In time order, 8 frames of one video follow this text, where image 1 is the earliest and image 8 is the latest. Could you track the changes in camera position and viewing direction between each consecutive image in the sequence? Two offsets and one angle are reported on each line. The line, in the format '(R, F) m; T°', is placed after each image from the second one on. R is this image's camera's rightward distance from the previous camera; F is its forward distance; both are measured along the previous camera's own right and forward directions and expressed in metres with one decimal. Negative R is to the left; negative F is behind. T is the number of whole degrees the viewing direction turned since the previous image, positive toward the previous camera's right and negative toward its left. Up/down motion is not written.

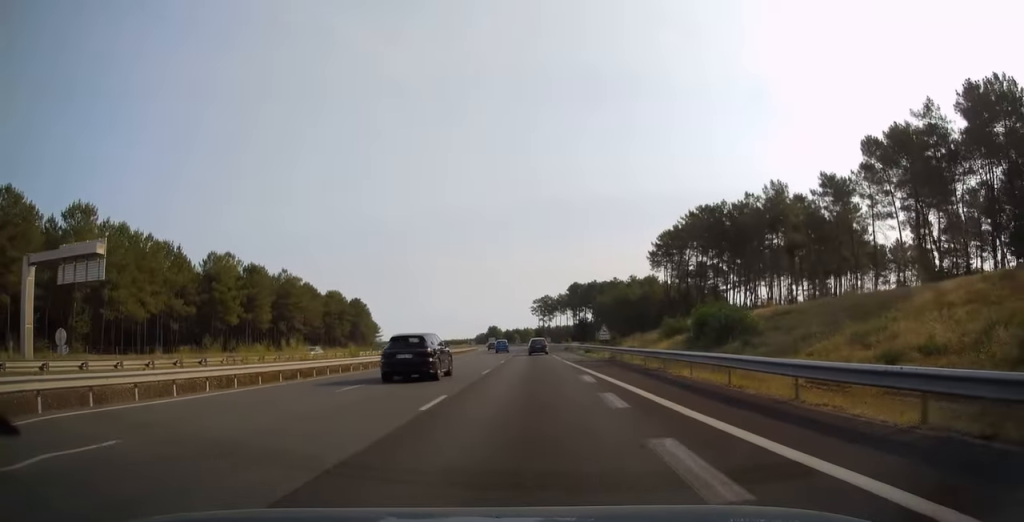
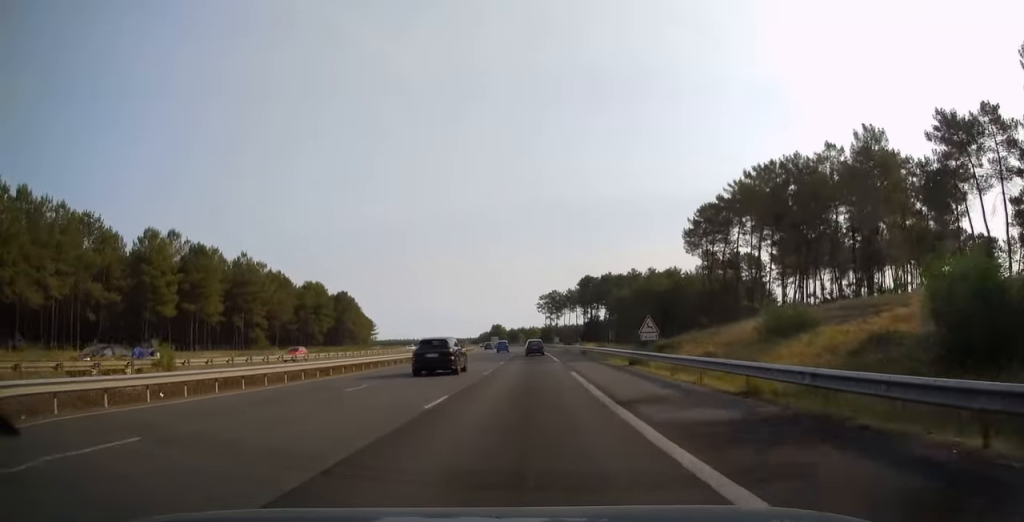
(-0.1, +25.5) m; -1°
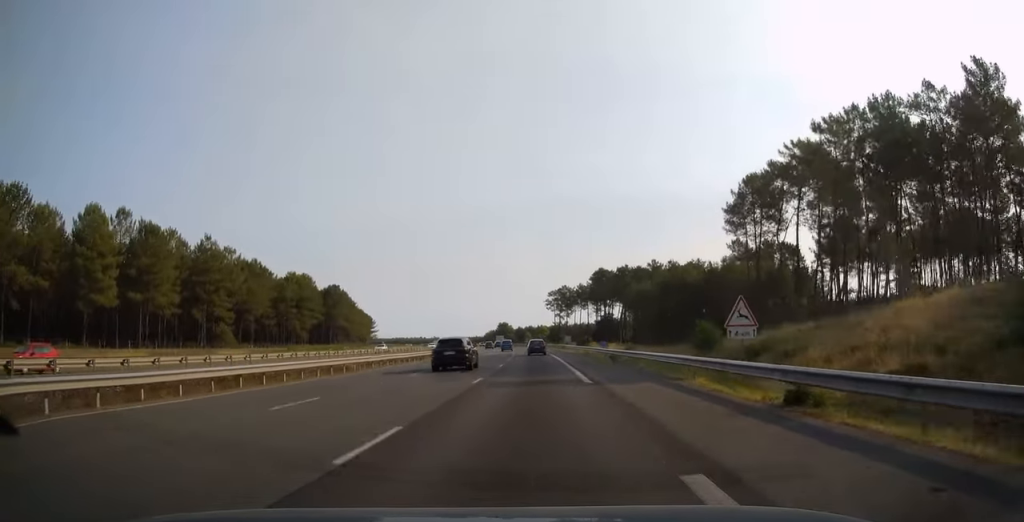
(0.0, +18.6) m; -1°
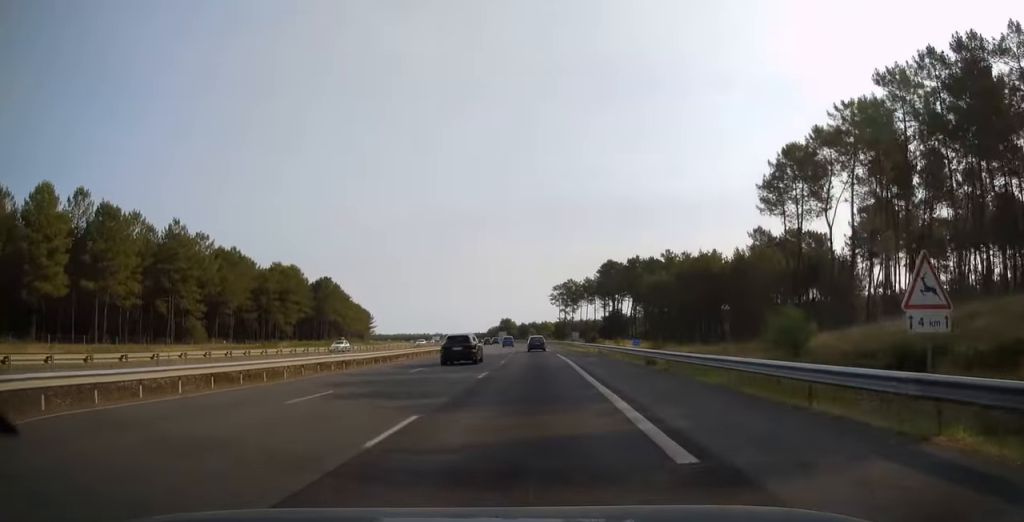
(-0.1, +12.3) m; 0°
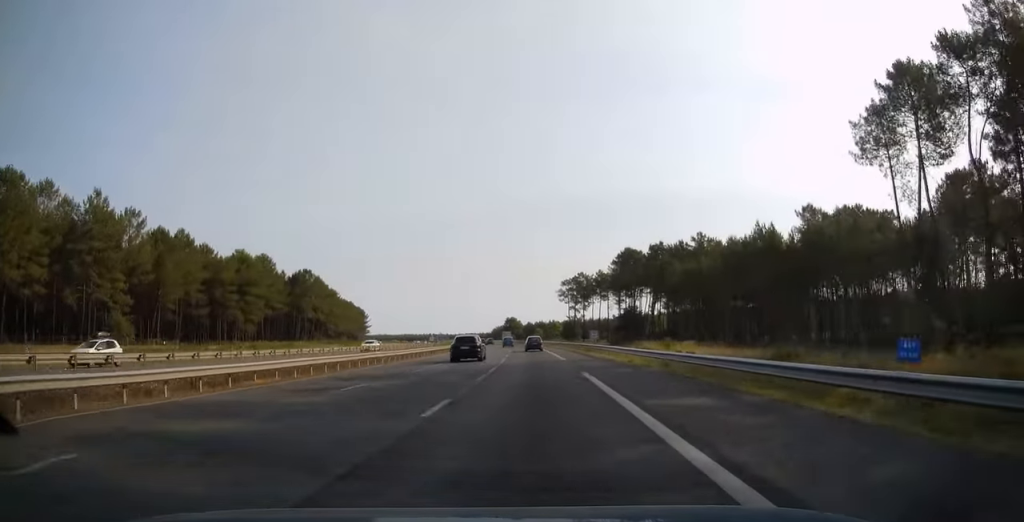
(-0.2, +23.0) m; -1°
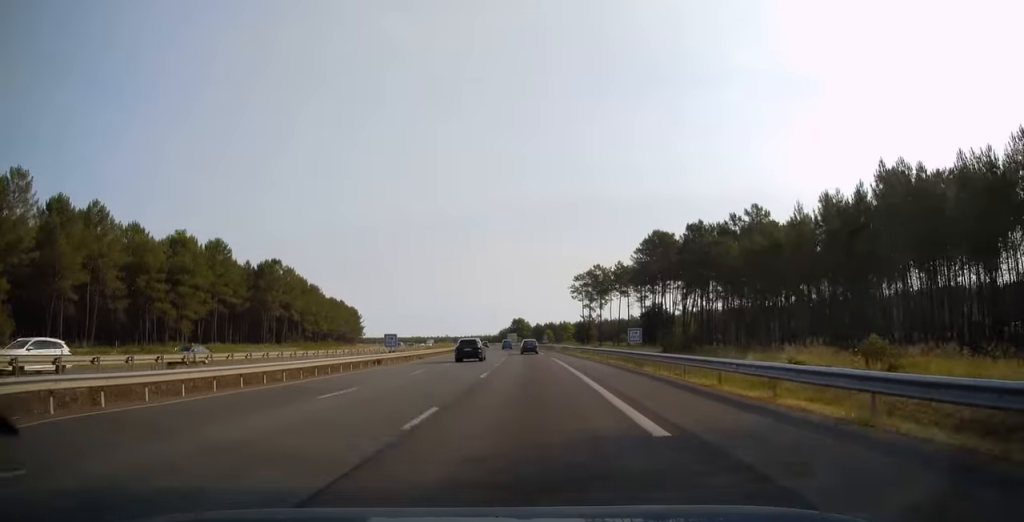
(-0.2, +27.0) m; -1°
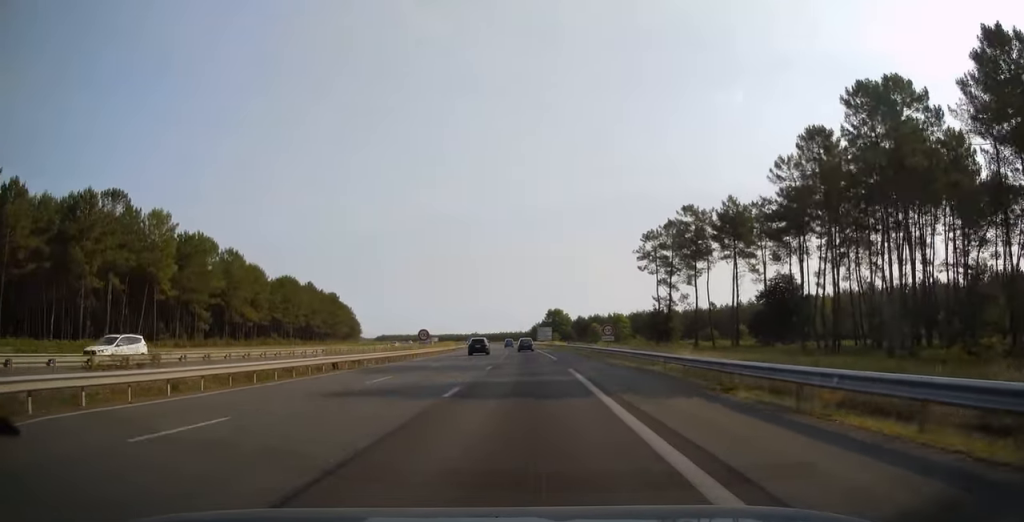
(-2.2, +73.2) m; -4°
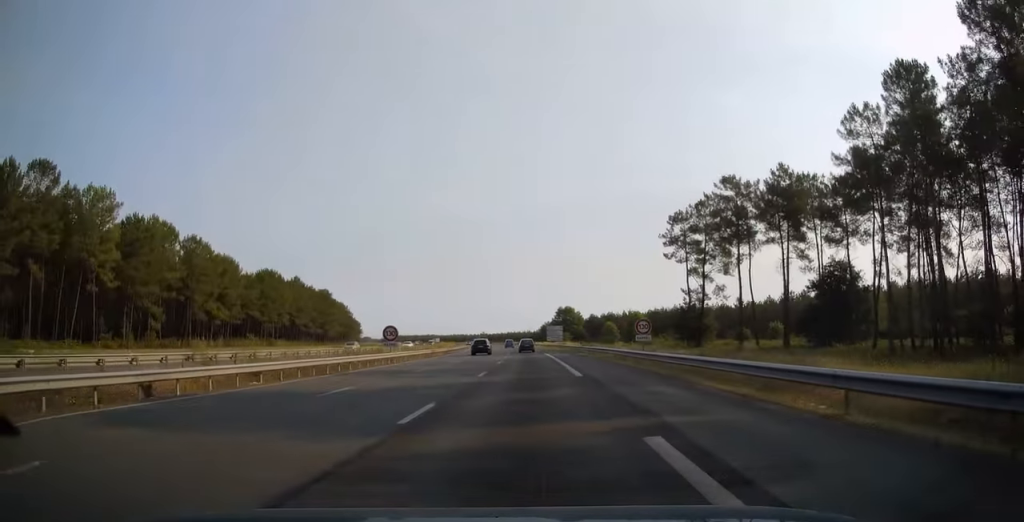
(-0.2, +17.8) m; -1°
